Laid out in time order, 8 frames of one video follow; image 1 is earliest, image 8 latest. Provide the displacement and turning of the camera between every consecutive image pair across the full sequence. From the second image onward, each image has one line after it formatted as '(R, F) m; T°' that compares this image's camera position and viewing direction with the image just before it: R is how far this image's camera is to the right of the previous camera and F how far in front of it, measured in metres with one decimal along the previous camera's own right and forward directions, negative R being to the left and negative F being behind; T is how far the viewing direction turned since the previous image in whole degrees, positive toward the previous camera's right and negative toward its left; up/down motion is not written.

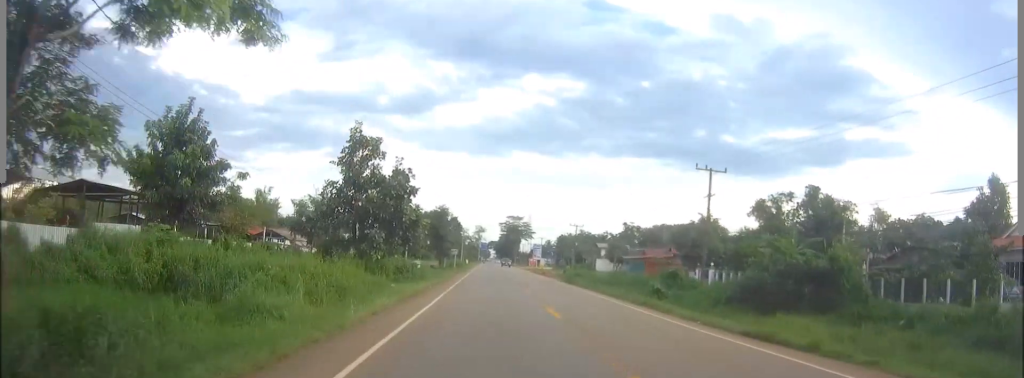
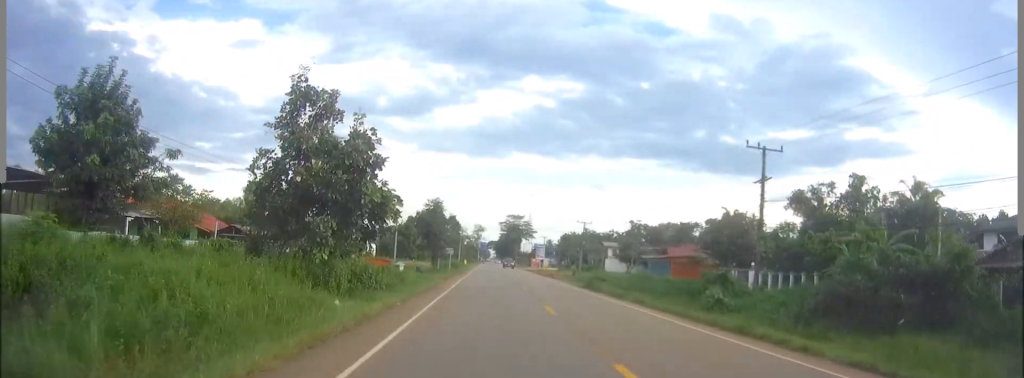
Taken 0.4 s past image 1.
(0.0, +11.0) m; 0°
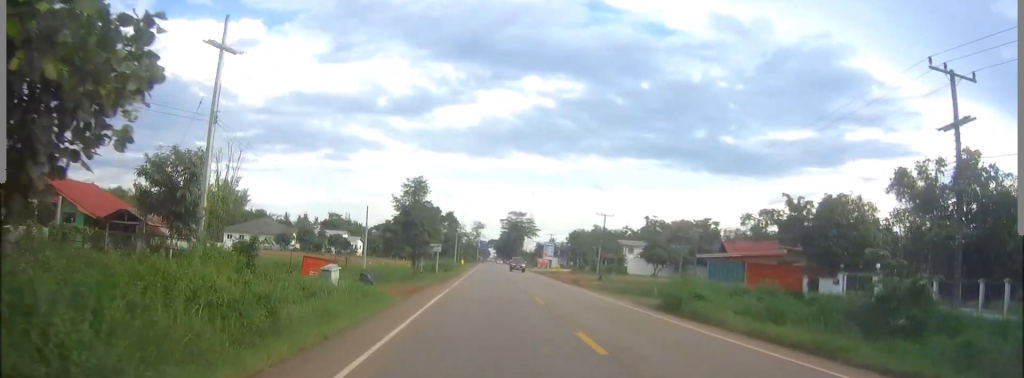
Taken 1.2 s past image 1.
(0.0, +20.3) m; 0°
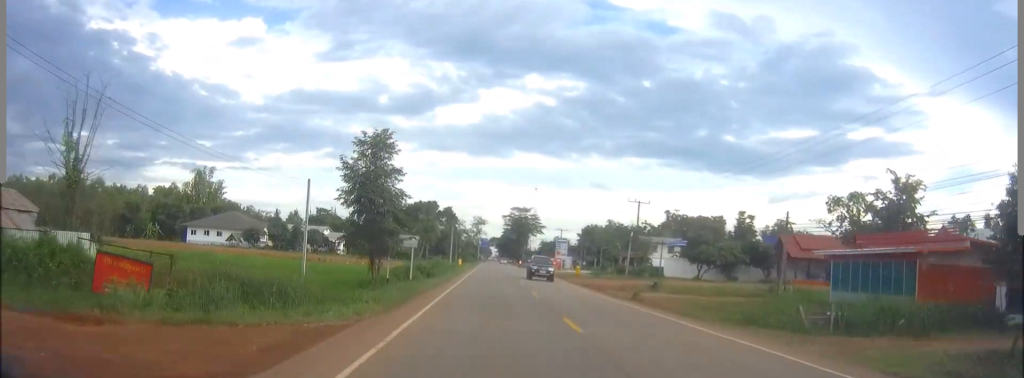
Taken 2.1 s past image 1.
(0.0, +21.0) m; 0°
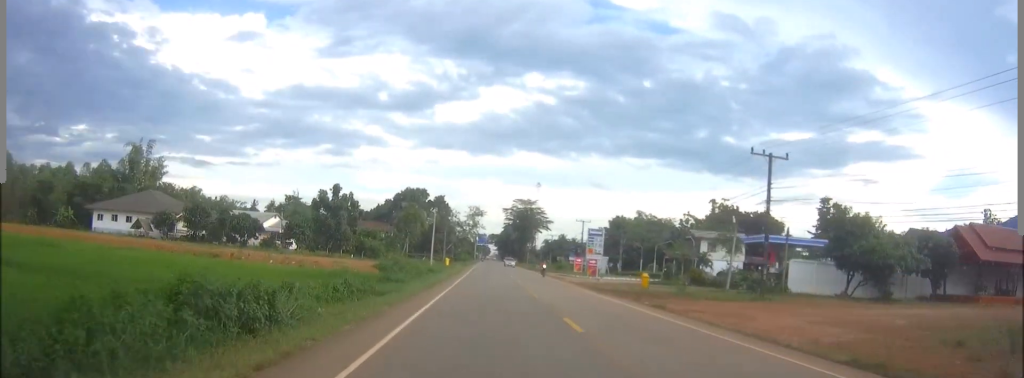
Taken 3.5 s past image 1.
(-0.3, +36.0) m; 0°
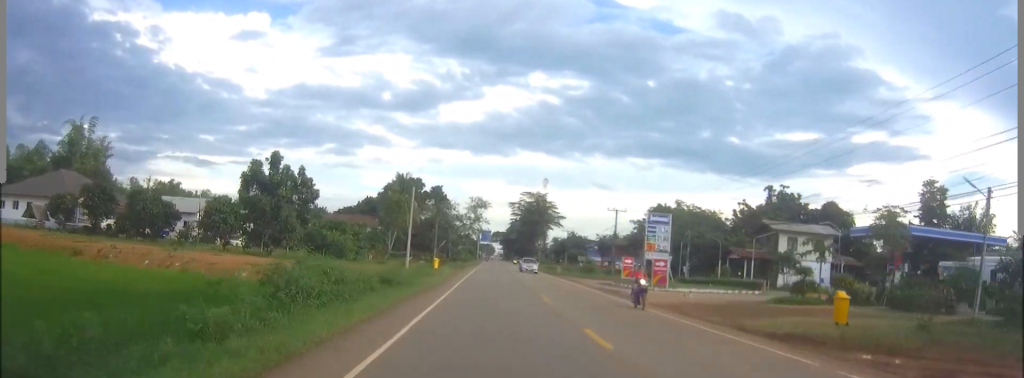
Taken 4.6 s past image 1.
(+0.2, +27.4) m; 0°
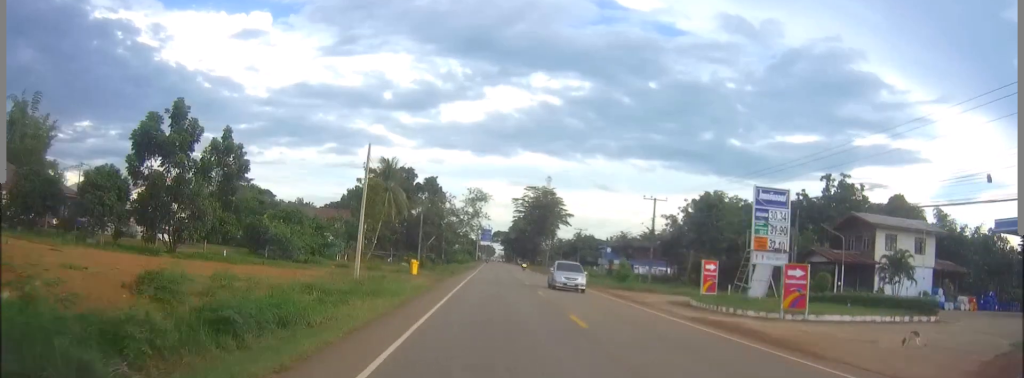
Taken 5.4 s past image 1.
(-0.1, +20.6) m; -1°
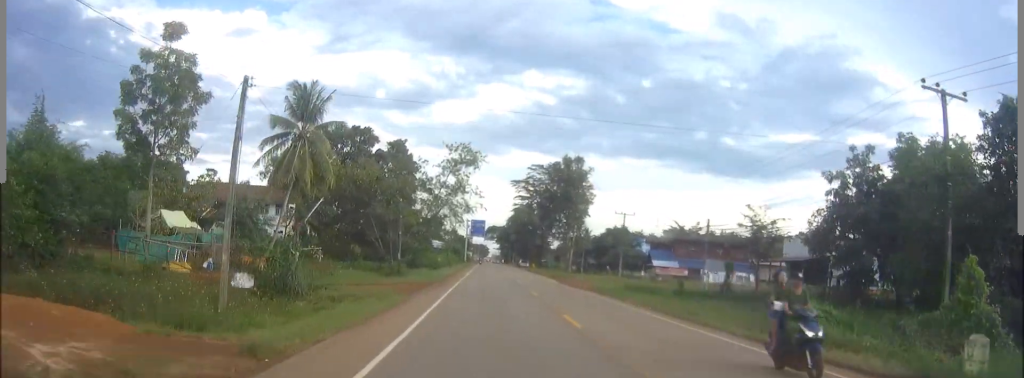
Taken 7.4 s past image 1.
(+0.2, +48.9) m; +1°
